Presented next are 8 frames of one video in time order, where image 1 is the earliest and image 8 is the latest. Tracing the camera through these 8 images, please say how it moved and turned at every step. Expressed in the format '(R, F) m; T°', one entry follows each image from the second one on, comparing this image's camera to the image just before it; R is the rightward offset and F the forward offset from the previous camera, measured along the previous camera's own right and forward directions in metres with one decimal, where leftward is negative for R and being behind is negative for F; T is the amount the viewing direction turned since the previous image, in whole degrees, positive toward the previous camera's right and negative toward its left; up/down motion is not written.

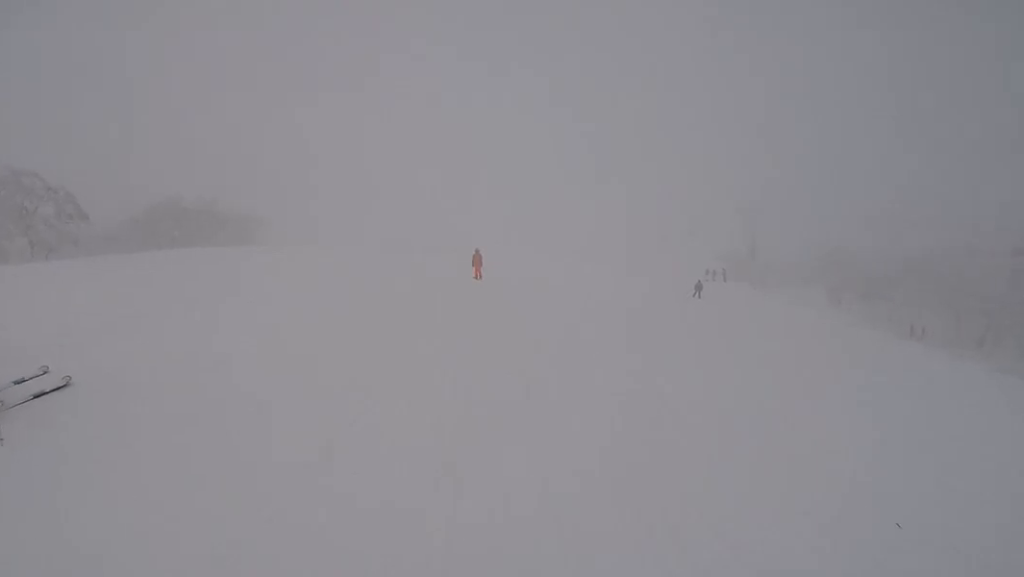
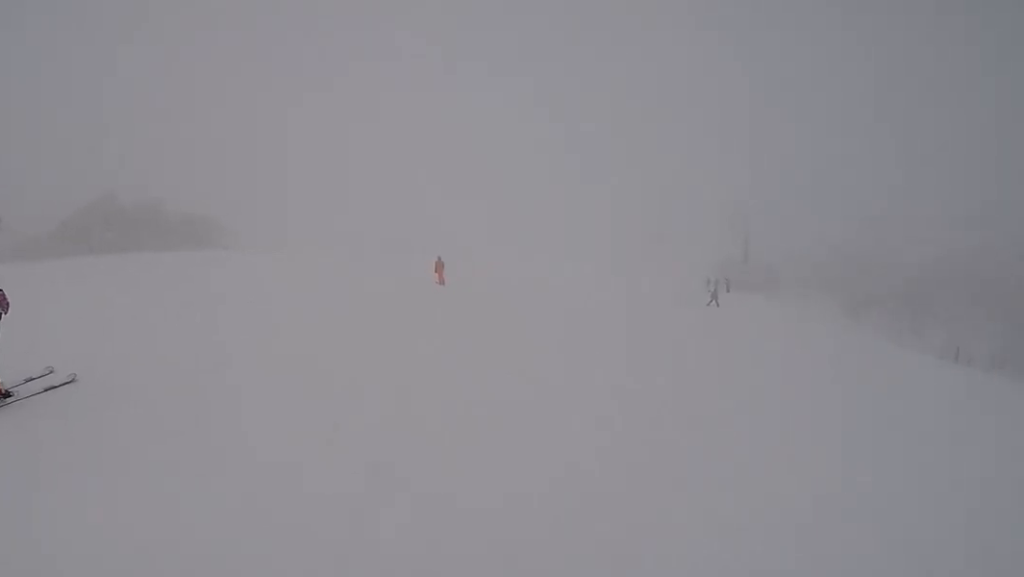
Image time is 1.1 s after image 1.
(+0.6, +6.4) m; -3°
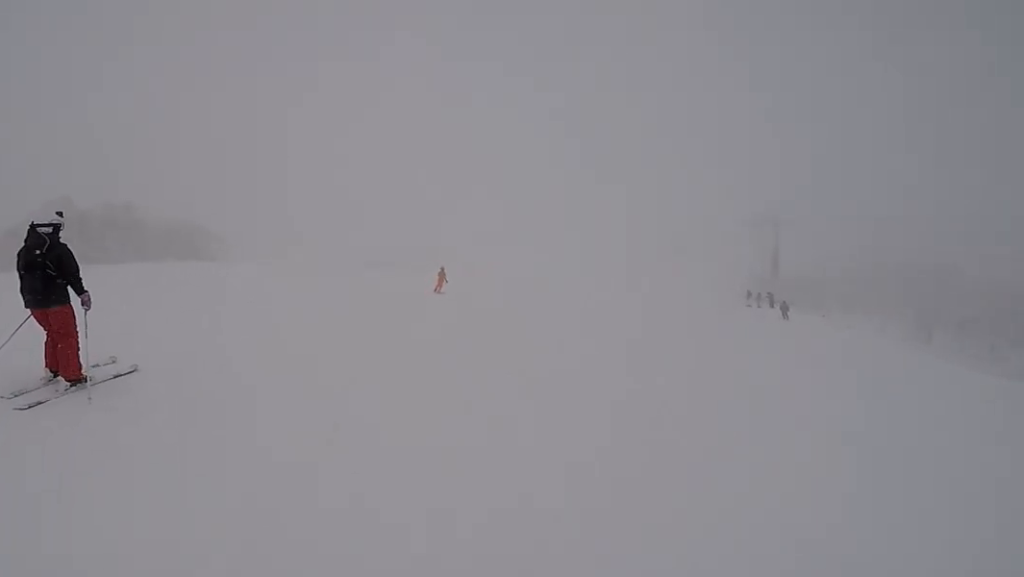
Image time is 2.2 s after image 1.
(-0.9, +6.9) m; -4°
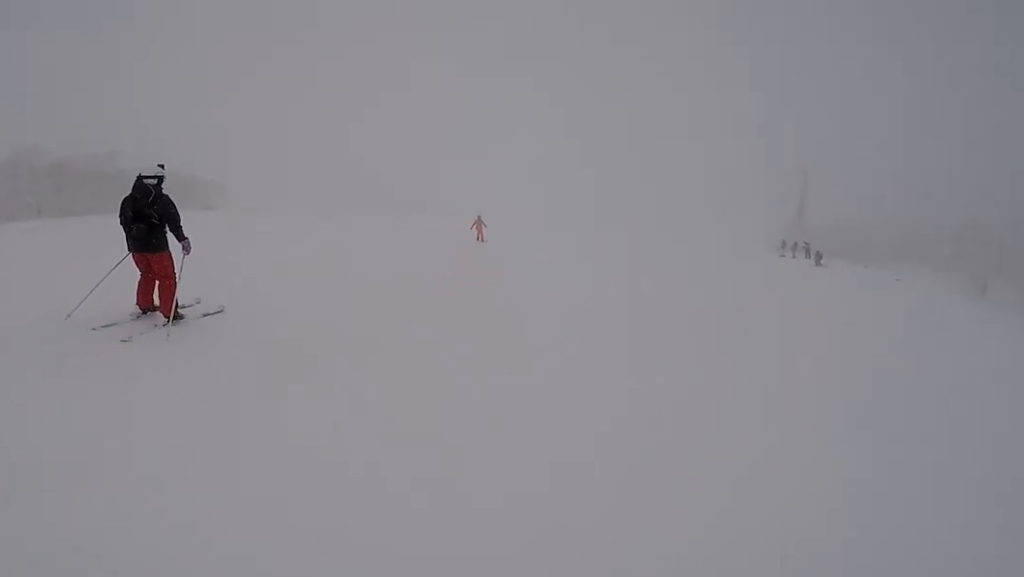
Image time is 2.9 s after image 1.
(-0.2, +3.8) m; +6°
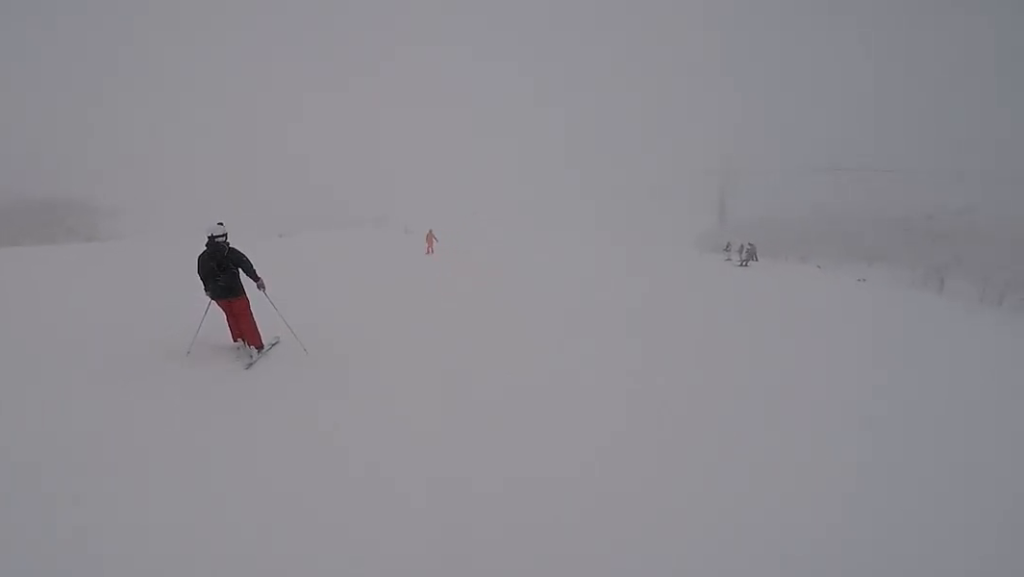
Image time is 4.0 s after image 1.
(+1.0, +6.8) m; +1°
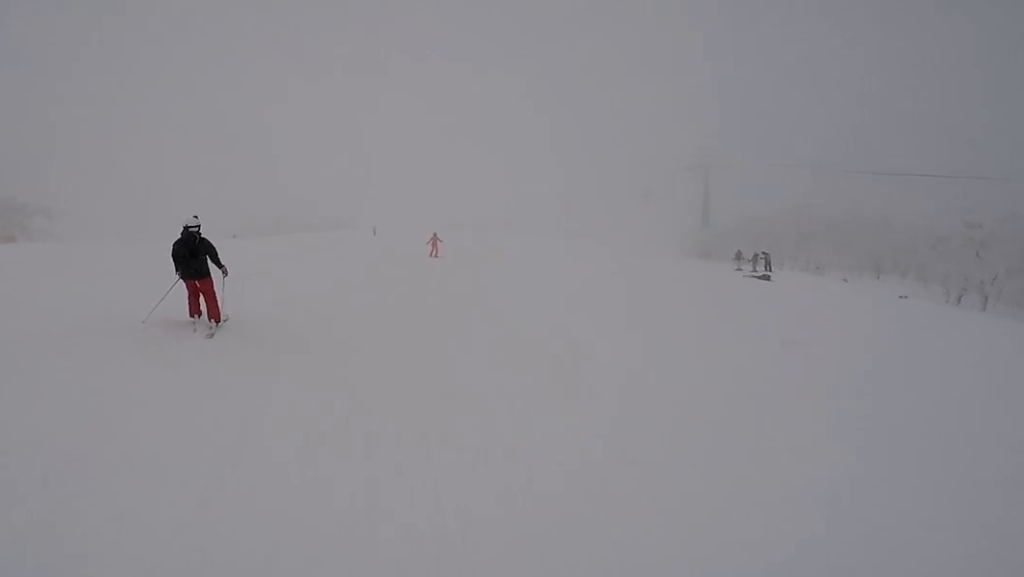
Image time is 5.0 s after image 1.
(-0.8, +6.7) m; +1°
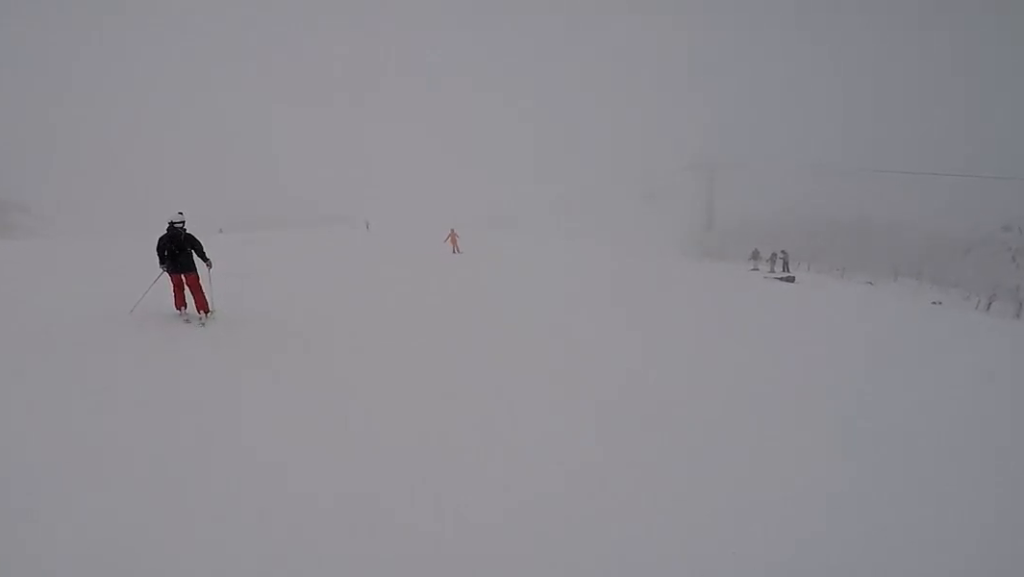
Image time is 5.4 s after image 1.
(+0.3, +2.6) m; +4°
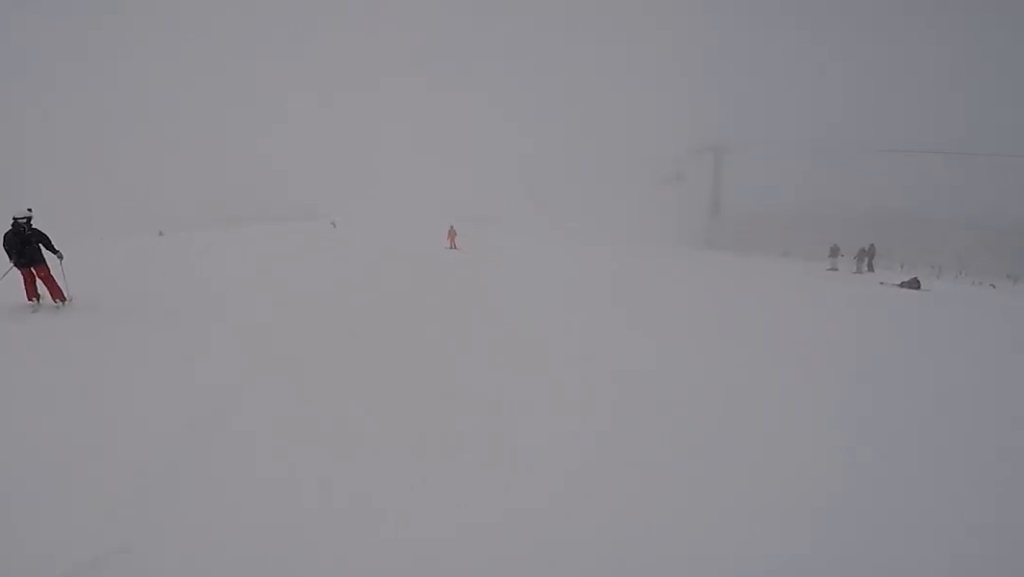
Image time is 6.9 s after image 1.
(+0.7, +9.8) m; +5°
